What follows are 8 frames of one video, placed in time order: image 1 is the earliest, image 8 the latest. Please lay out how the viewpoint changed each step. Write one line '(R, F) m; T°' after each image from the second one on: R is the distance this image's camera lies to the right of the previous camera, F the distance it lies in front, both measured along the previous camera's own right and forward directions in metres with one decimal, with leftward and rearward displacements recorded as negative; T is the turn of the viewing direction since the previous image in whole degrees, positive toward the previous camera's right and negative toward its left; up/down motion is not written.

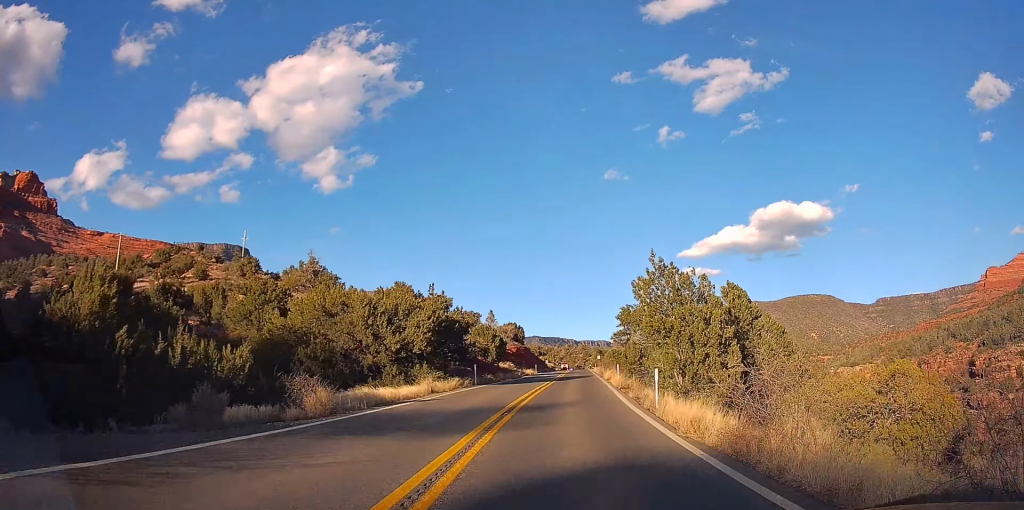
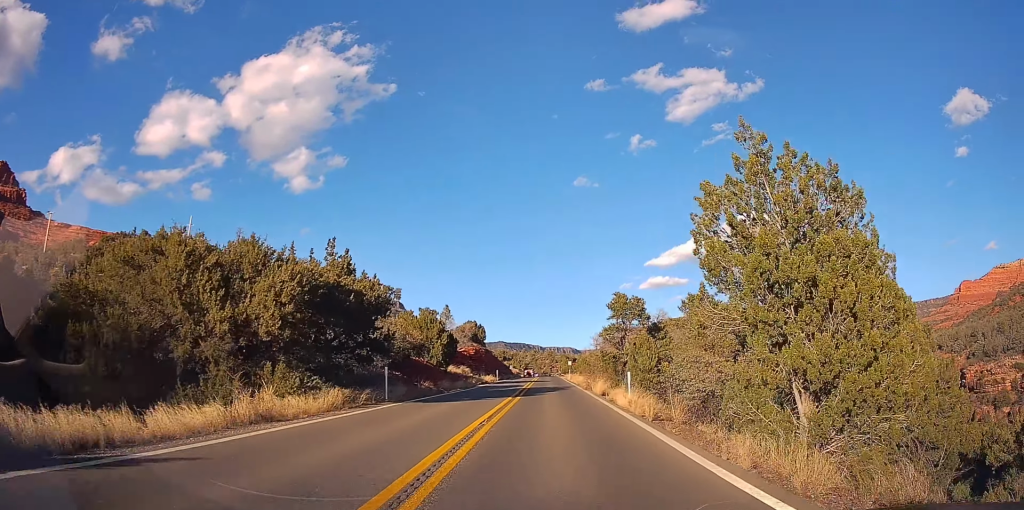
(+0.2, +14.6) m; +3°
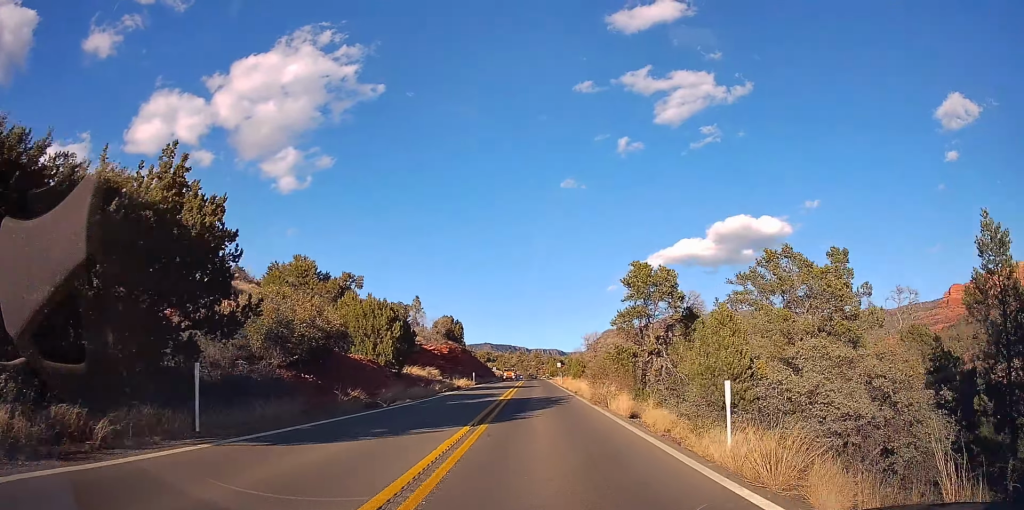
(+0.5, +11.7) m; +1°
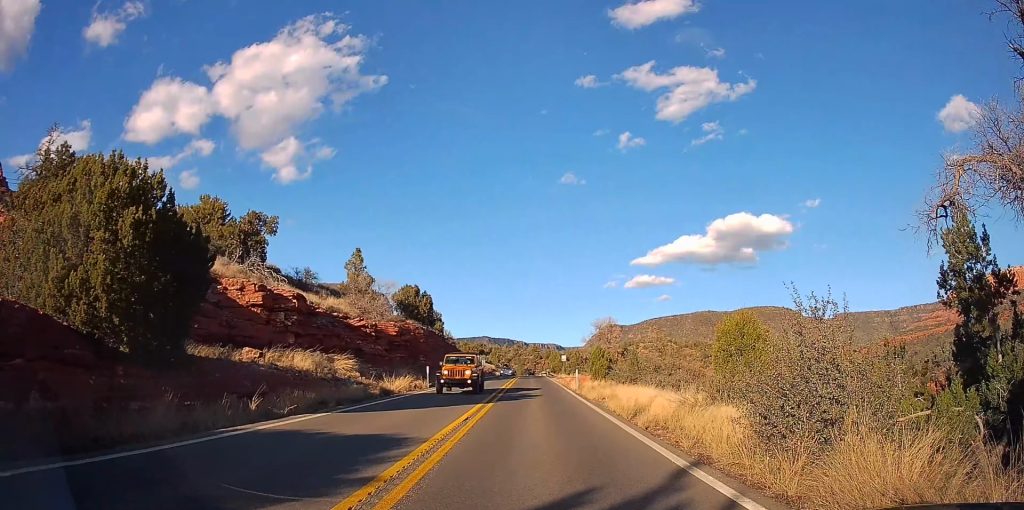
(0.0, +23.8) m; 0°
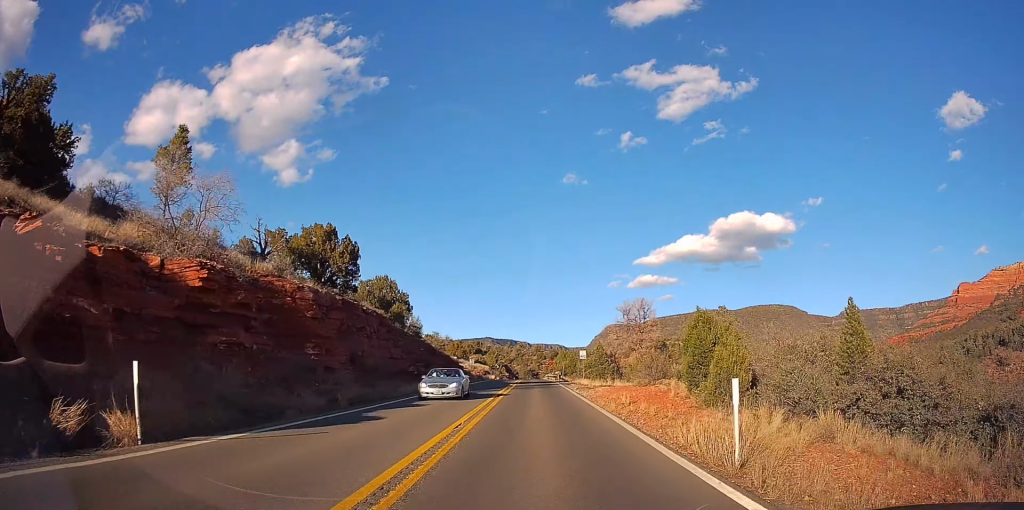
(0.0, +26.6) m; 0°
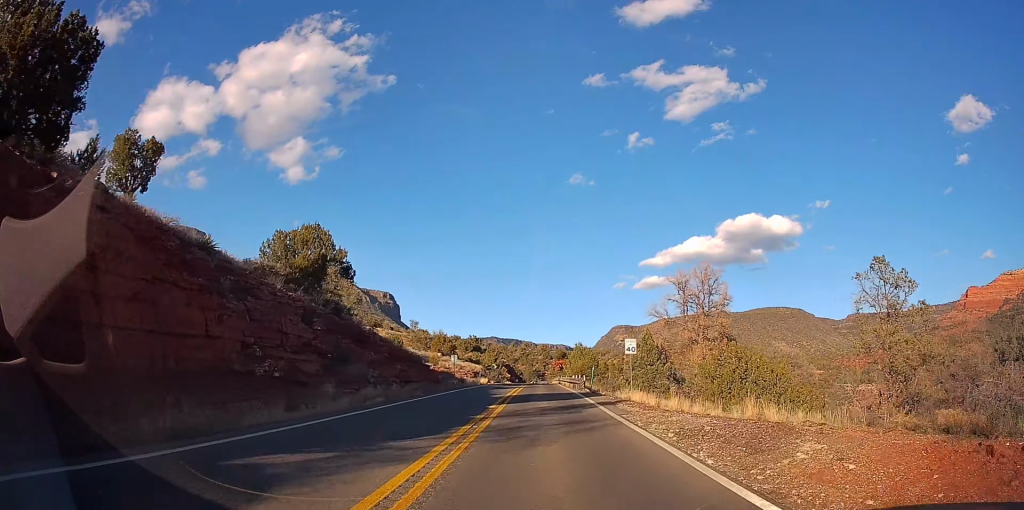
(+0.2, +24.6) m; 0°
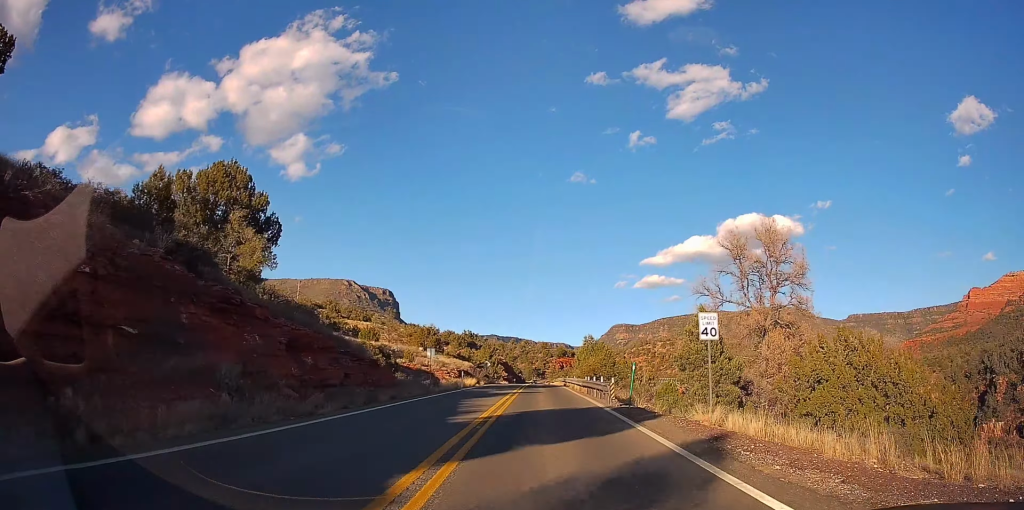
(-0.2, +13.8) m; 0°
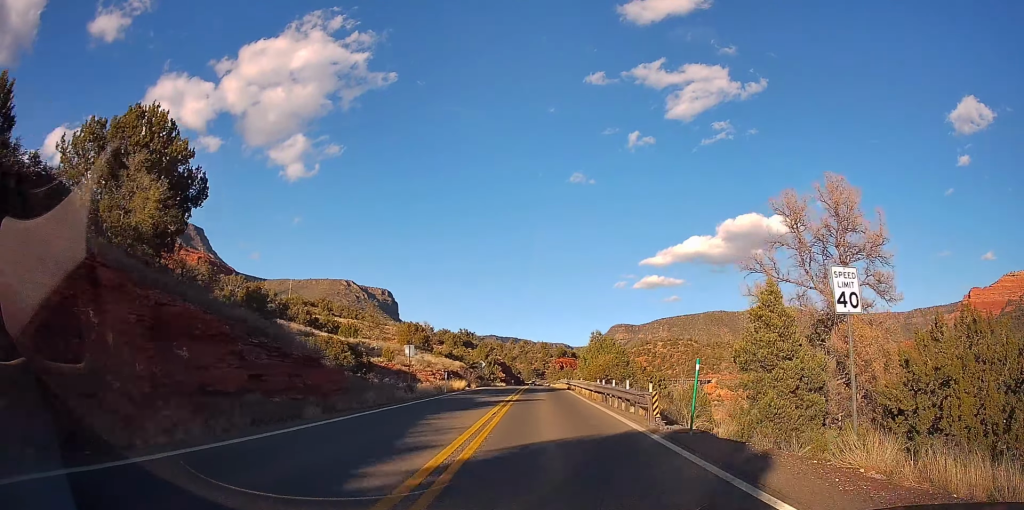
(+0.1, +7.8) m; +1°
